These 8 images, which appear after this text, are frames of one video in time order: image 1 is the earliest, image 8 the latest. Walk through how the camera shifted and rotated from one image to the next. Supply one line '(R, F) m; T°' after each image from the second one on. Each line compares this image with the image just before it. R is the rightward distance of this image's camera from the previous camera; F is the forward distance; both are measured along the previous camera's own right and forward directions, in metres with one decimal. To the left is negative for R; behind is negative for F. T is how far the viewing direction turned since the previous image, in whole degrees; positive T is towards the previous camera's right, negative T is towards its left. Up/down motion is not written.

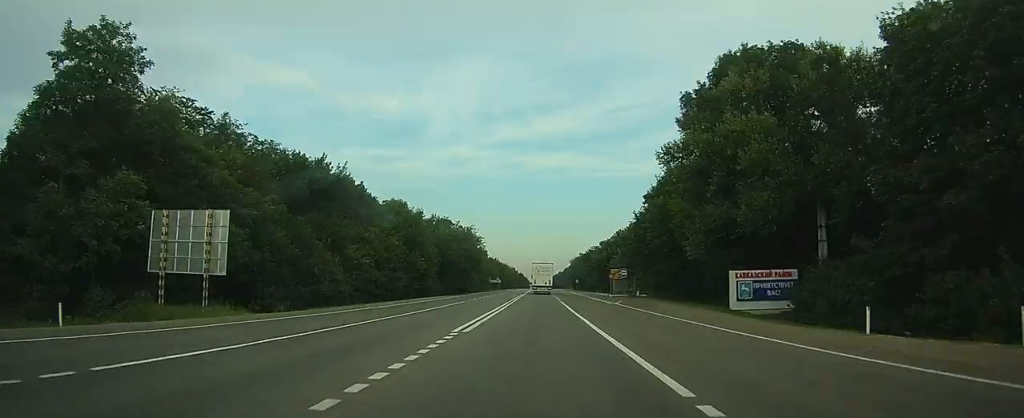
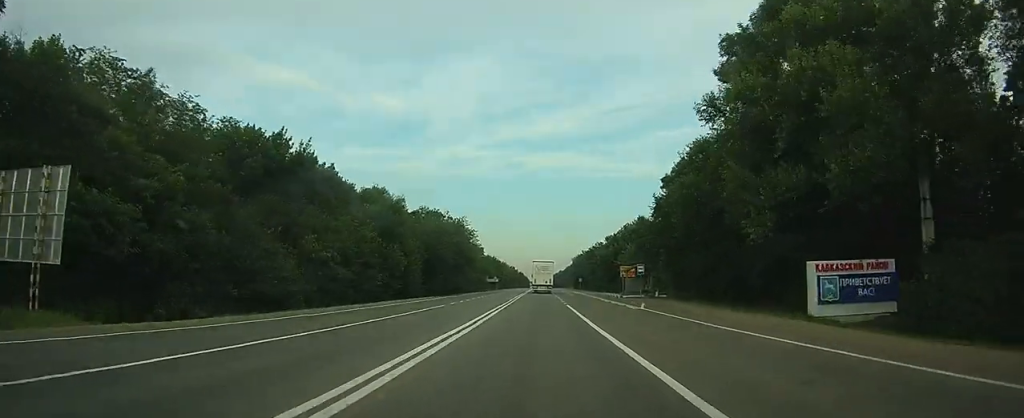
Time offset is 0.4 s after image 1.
(0.0, +10.5) m; 0°
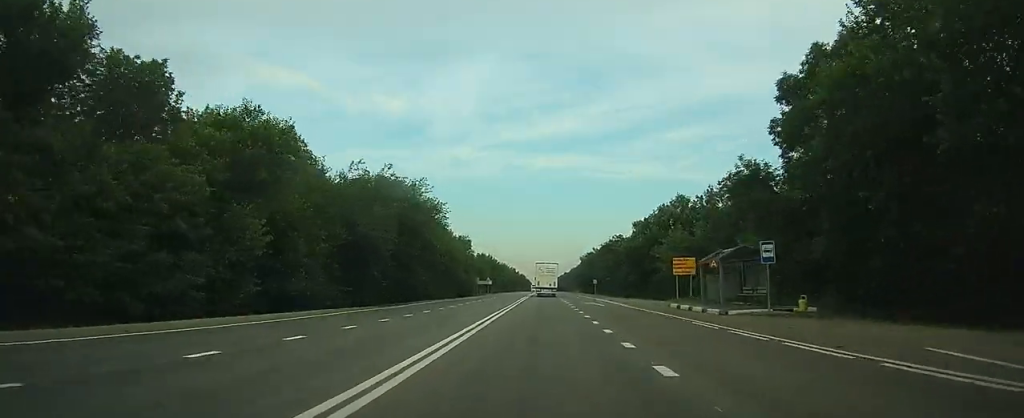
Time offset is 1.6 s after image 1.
(+0.1, +30.5) m; 0°
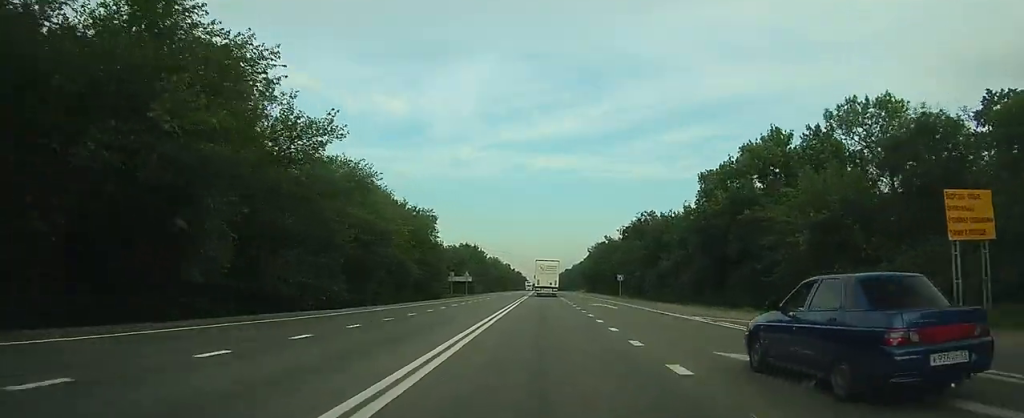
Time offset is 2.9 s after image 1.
(0.0, +35.7) m; 0°
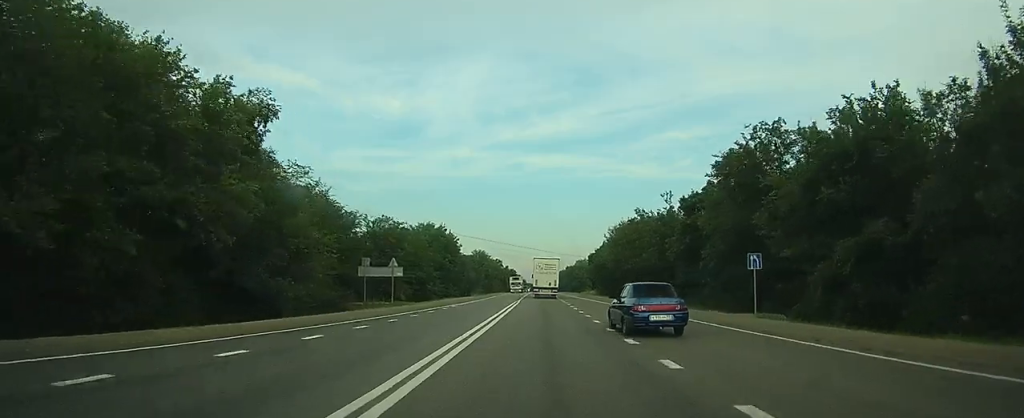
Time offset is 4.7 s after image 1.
(+0.1, +46.9) m; 0°
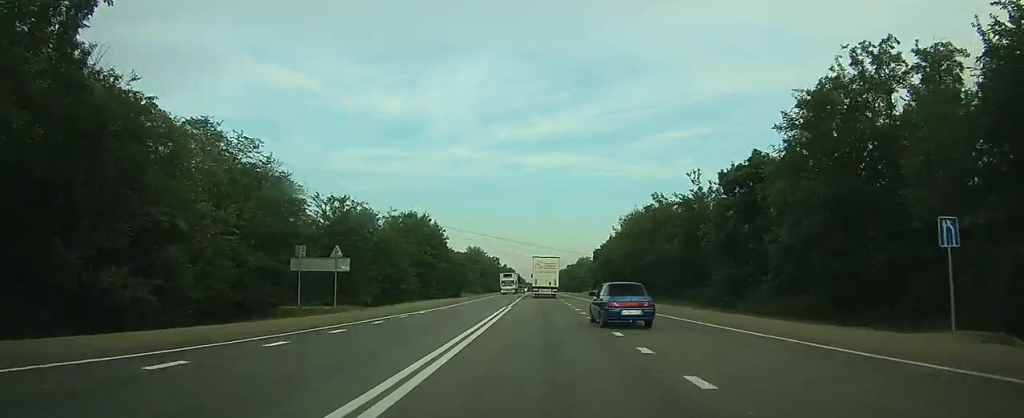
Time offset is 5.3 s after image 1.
(0.0, +13.9) m; 0°
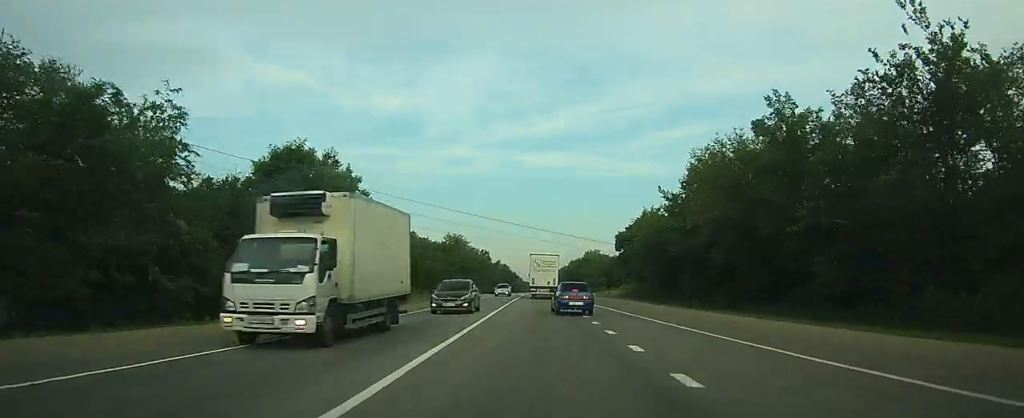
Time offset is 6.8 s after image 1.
(-0.1, +39.5) m; 0°
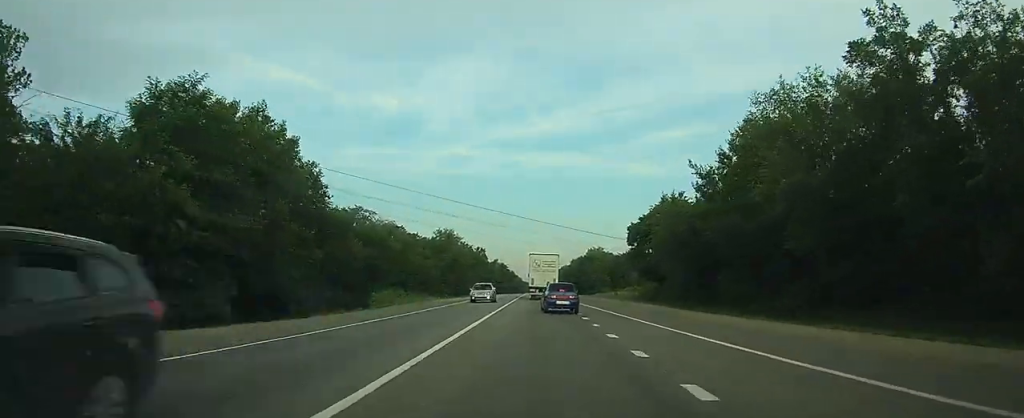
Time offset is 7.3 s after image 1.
(0.0, +12.8) m; 0°
